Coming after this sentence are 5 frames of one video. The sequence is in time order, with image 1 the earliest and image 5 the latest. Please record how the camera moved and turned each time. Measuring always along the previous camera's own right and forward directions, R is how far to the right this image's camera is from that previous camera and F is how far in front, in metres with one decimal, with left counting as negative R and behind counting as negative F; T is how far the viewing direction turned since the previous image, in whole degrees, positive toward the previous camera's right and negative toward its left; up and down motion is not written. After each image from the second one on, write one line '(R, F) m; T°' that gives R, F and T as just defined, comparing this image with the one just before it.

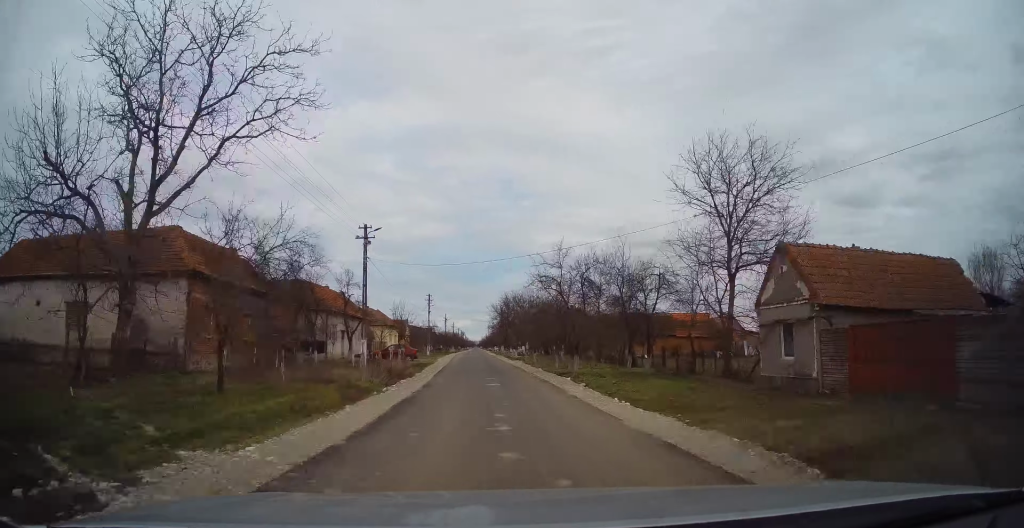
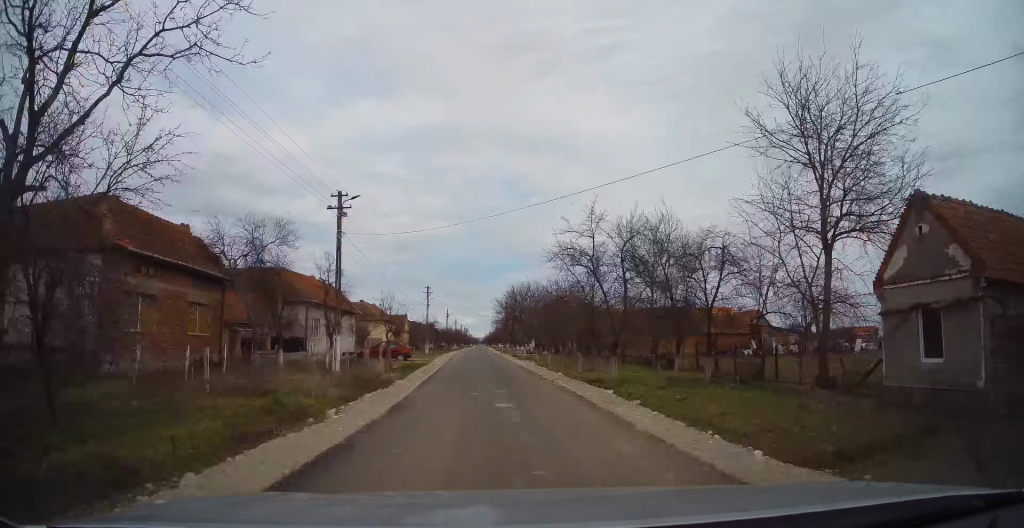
(-0.2, +5.8) m; -1°
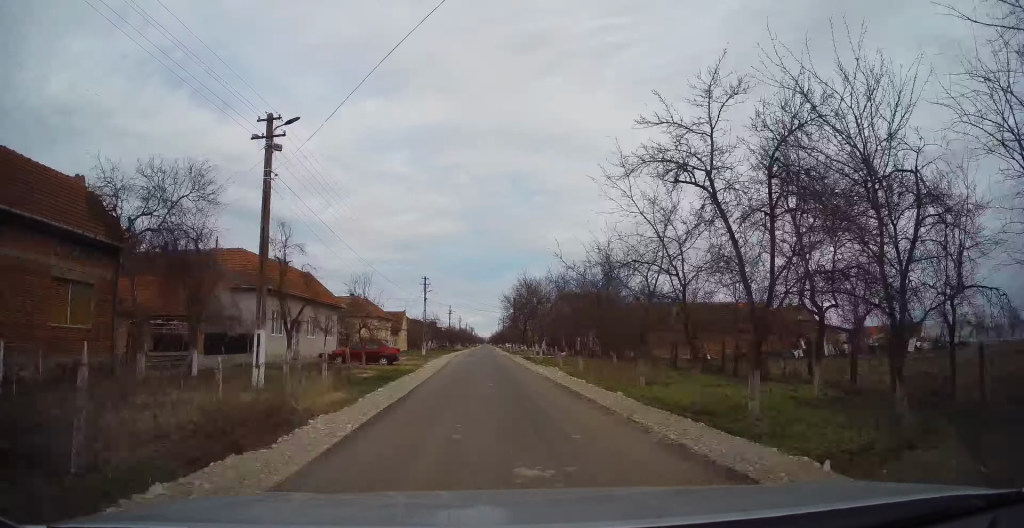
(+0.1, +8.6) m; 0°
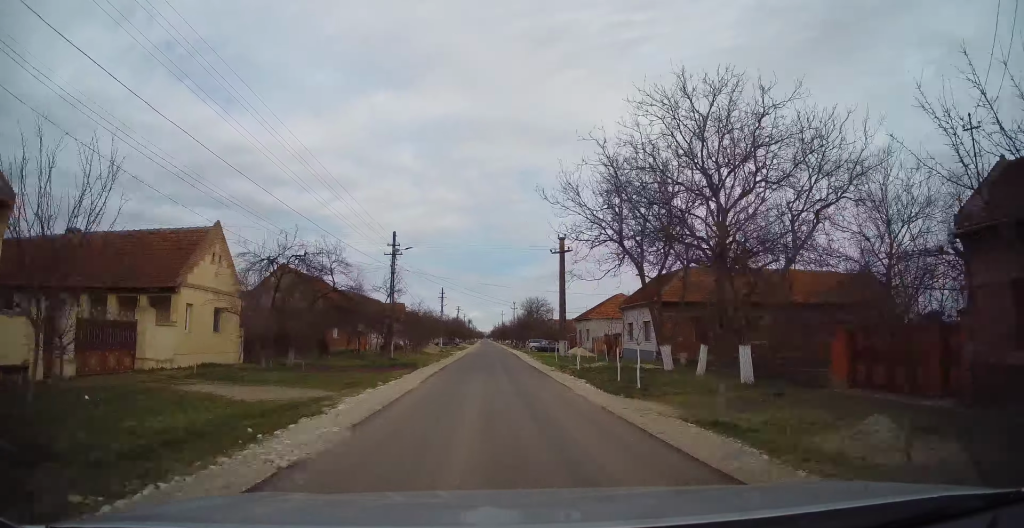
(-0.4, +59.7) m; +1°
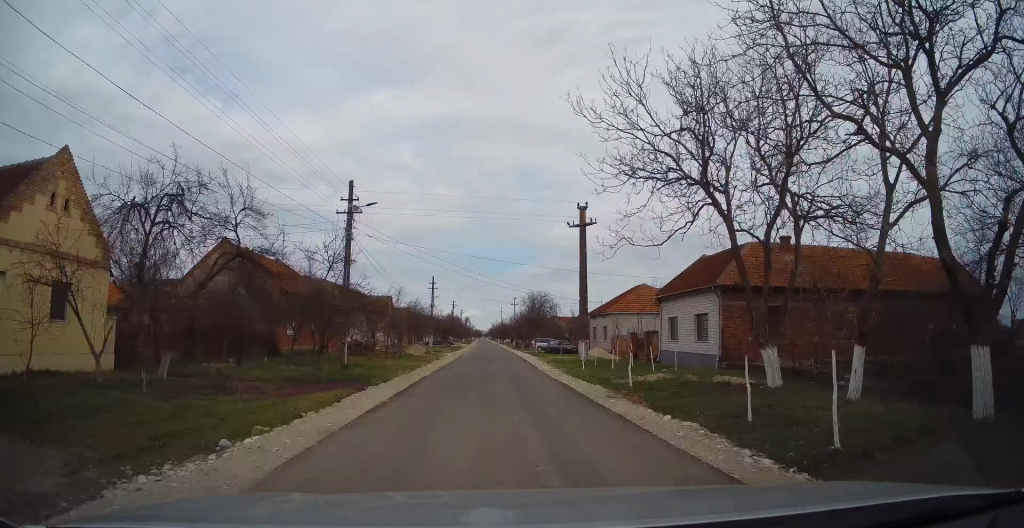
(+0.1, +10.3) m; 0°
